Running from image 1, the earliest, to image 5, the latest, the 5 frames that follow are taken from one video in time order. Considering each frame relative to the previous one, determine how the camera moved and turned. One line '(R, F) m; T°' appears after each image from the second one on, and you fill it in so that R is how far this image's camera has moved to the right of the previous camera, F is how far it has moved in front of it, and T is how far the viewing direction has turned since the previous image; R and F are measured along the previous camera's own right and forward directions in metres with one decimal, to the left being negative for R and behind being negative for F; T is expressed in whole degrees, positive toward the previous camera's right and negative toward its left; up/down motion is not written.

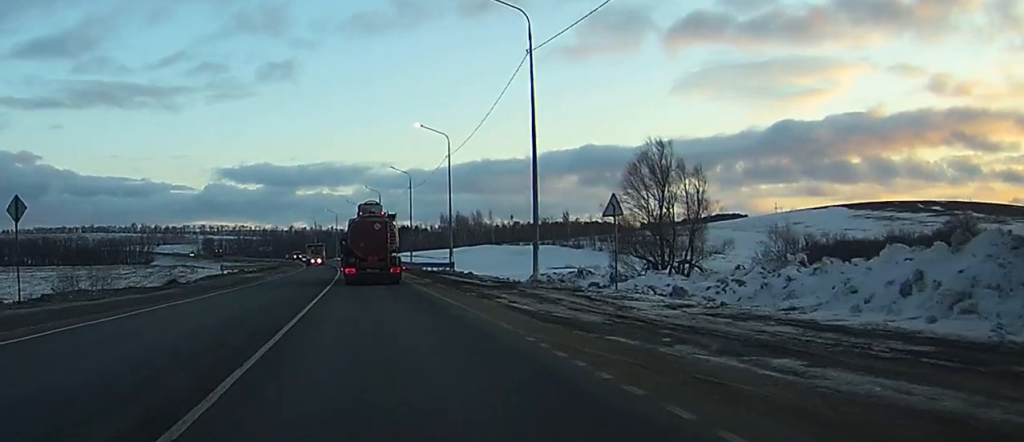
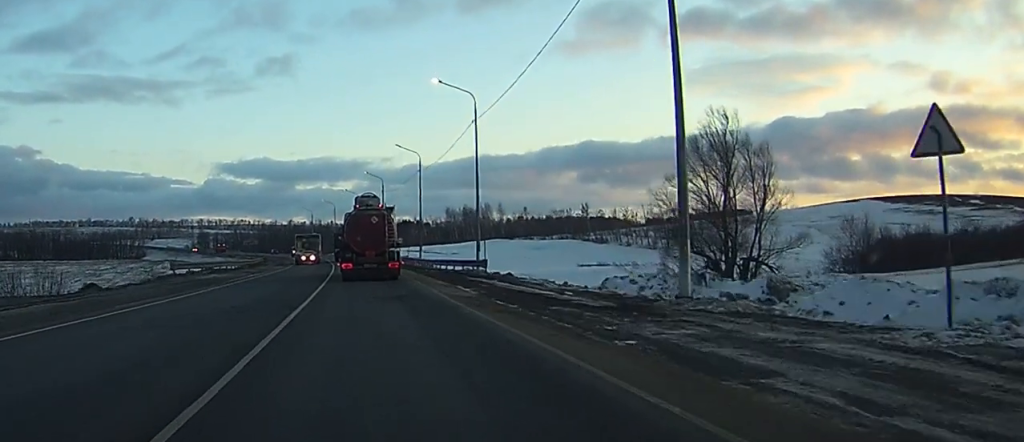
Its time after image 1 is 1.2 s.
(0.0, +17.0) m; -1°
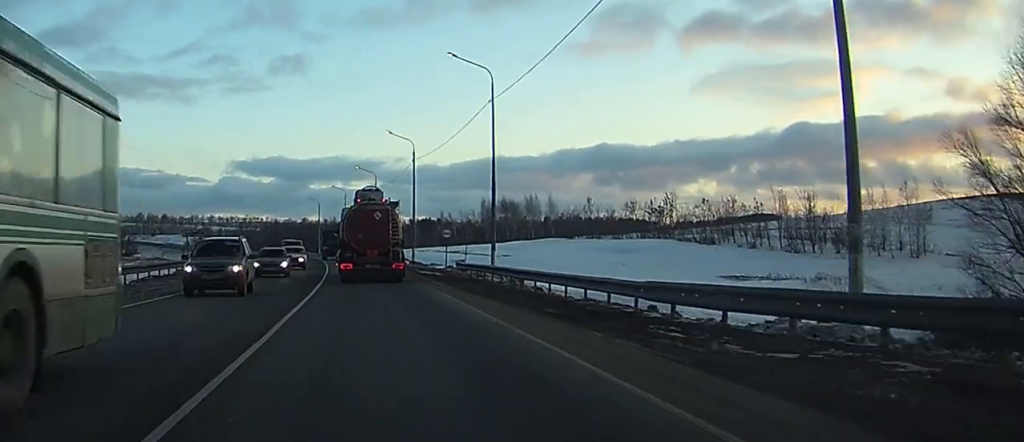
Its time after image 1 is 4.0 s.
(-0.8, +42.4) m; -2°
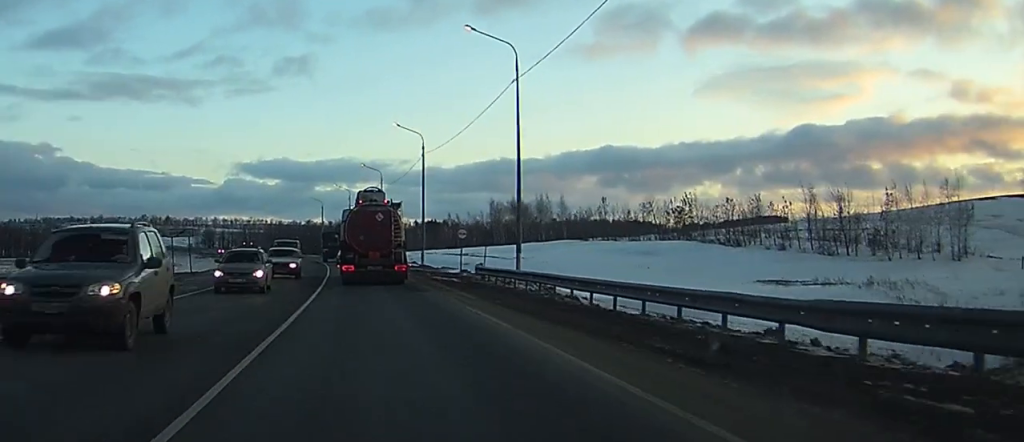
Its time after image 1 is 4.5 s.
(0.0, +6.4) m; 0°
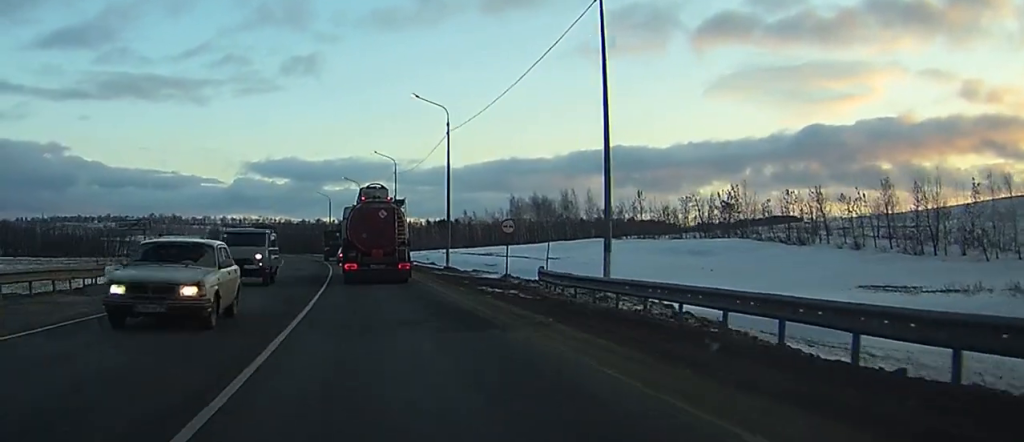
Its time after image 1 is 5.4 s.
(-0.1, +13.8) m; -1°
